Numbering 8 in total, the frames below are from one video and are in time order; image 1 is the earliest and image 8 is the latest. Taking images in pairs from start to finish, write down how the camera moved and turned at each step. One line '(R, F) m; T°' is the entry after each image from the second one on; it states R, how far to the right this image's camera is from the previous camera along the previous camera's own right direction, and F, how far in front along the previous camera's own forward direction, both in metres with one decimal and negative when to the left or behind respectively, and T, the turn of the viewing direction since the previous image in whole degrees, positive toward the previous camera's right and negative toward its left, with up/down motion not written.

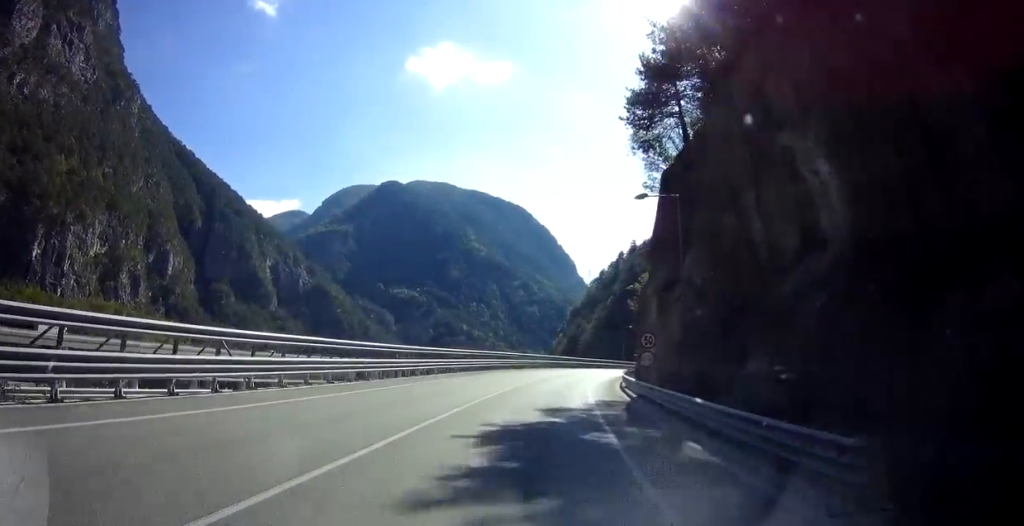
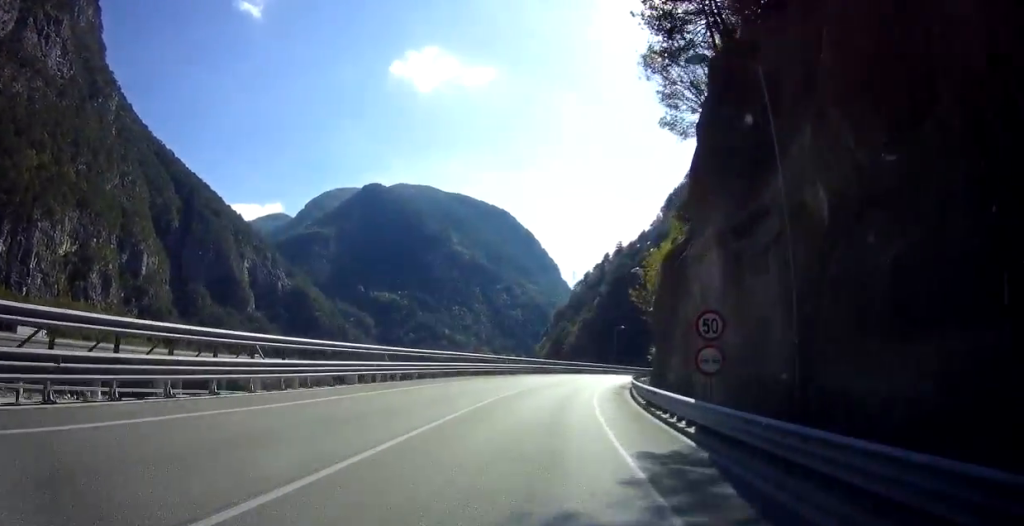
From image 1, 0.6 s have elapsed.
(+0.4, +12.1) m; +2°
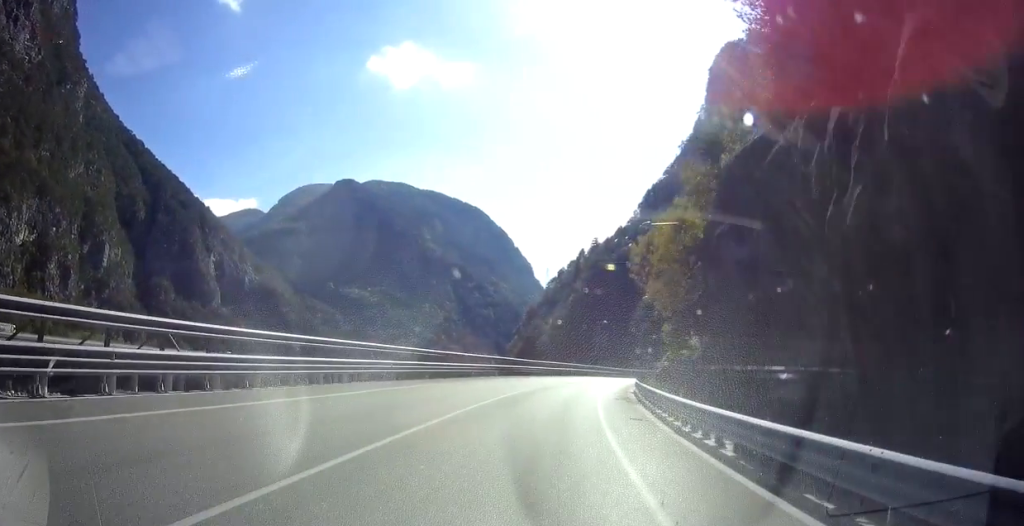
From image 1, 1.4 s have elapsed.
(+0.4, +14.4) m; +3°
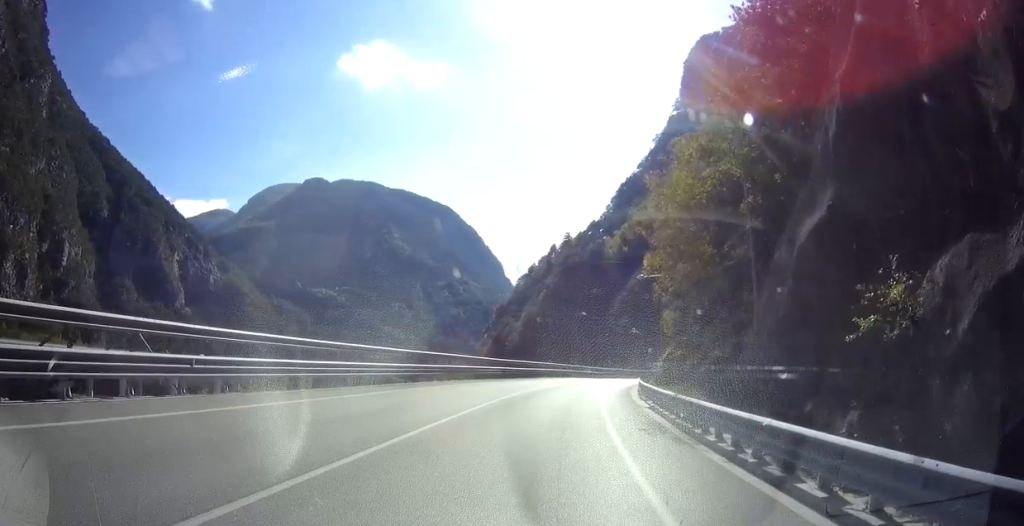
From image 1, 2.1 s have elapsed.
(+0.1, +12.9) m; +3°
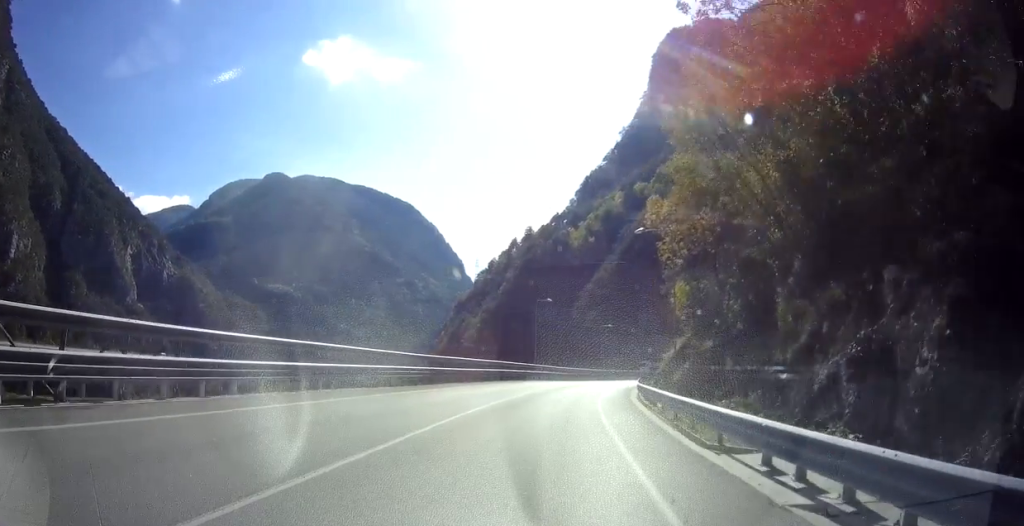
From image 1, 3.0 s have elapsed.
(+0.7, +15.4) m; +4°
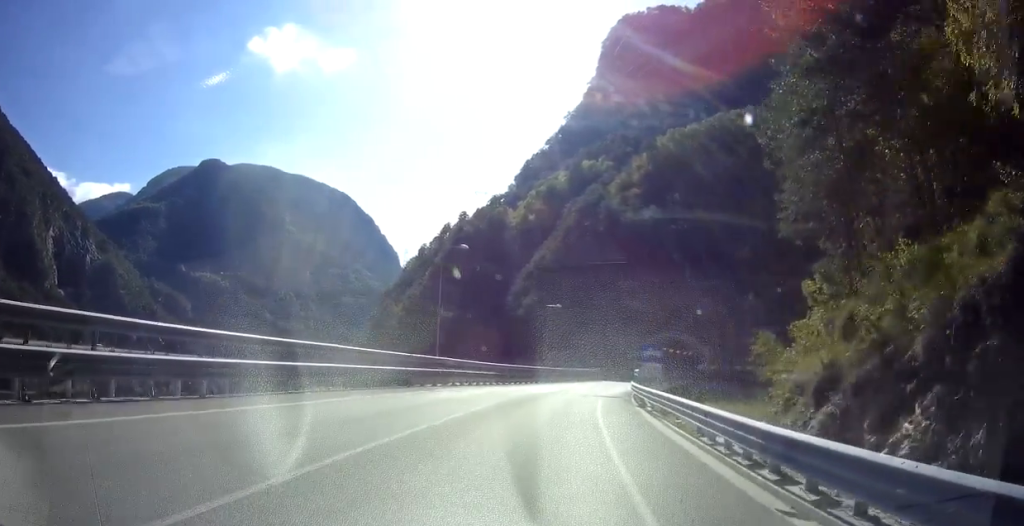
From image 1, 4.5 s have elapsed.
(+1.6, +26.8) m; +6°
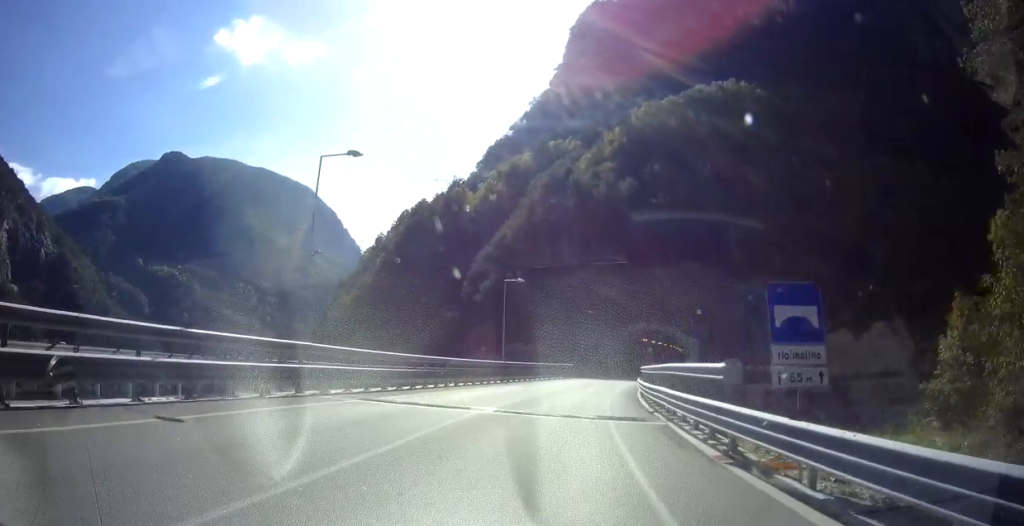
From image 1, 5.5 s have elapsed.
(+0.5, +15.8) m; +4°
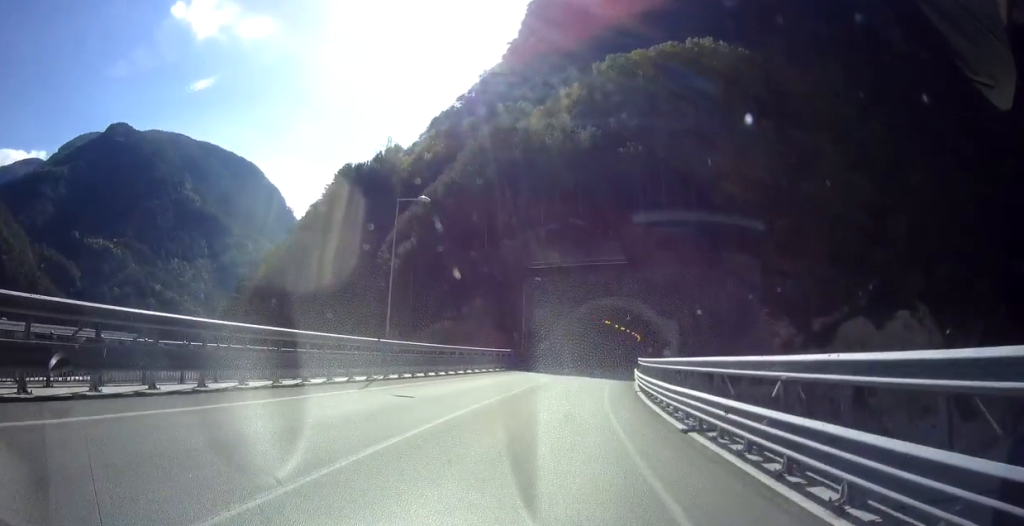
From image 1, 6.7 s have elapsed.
(+1.3, +21.2) m; +10°
